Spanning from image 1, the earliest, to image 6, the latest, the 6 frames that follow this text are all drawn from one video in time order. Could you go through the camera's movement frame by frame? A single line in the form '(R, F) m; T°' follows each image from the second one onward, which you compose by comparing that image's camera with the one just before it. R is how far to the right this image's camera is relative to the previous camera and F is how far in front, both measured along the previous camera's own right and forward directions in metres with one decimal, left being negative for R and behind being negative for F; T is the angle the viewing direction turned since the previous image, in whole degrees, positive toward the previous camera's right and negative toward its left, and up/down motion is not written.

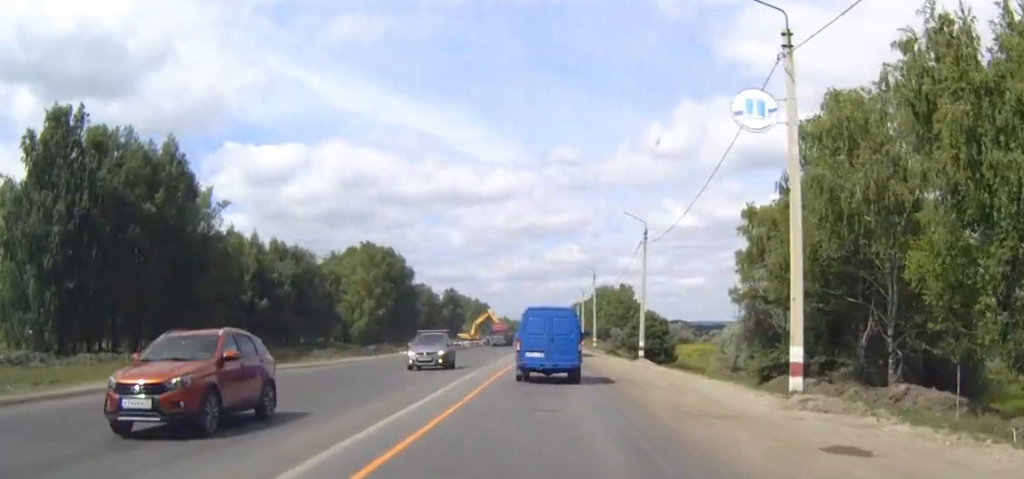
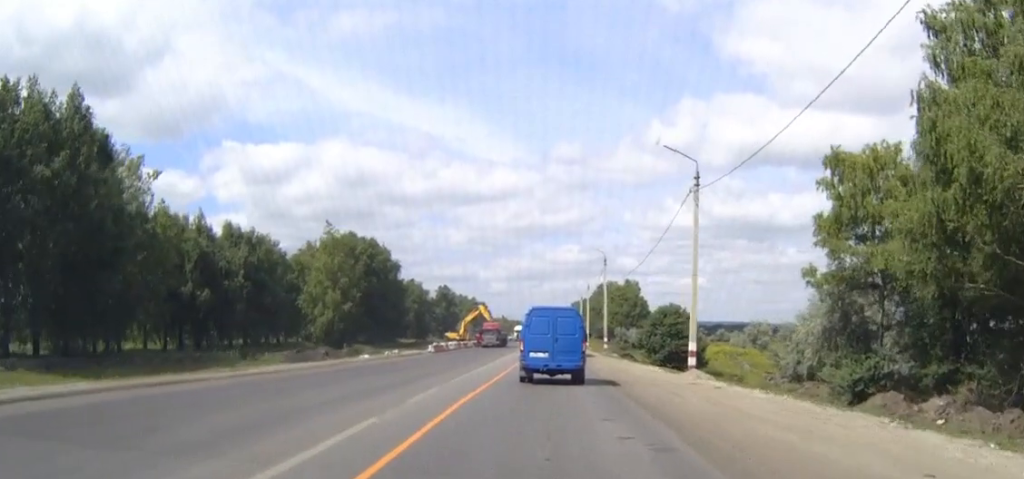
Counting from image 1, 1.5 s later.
(-0.1, +17.6) m; 0°
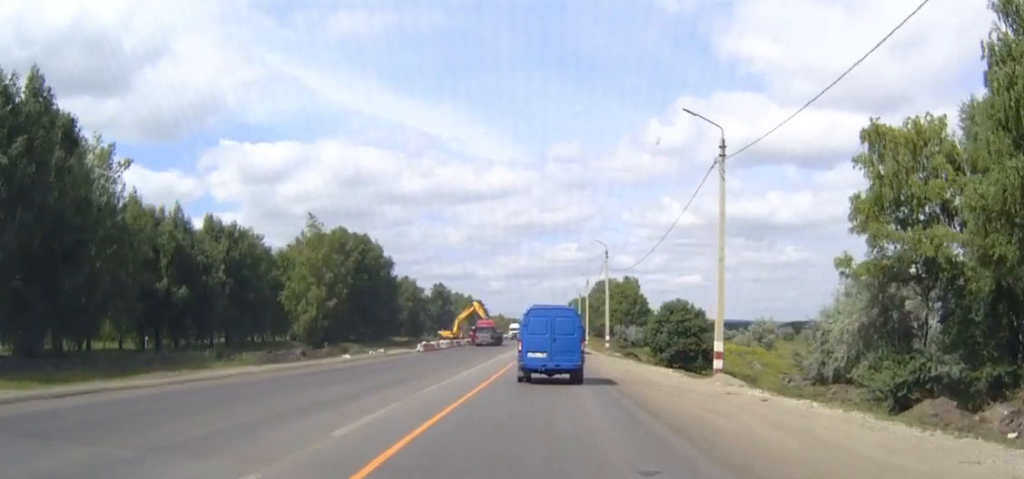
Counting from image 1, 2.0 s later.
(0.0, +5.5) m; 0°
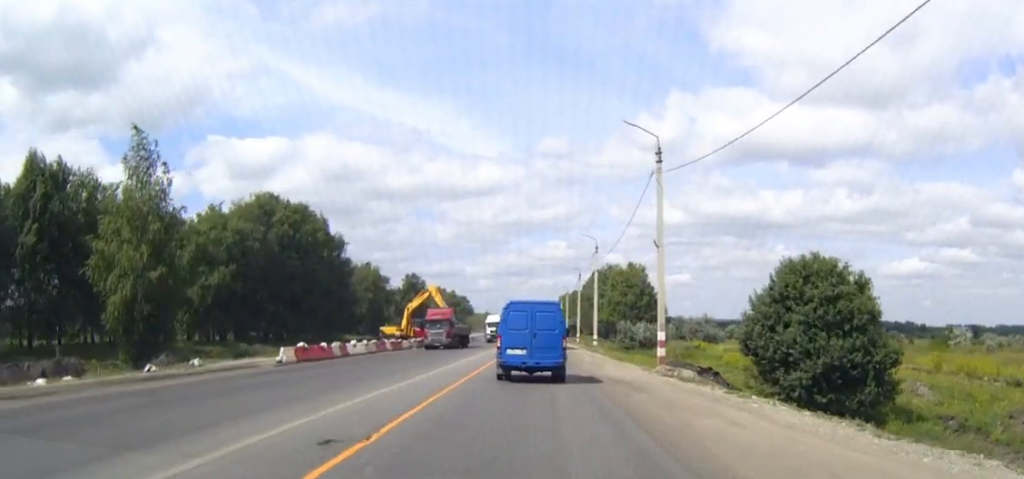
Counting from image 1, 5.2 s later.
(+0.6, +38.2) m; 0°
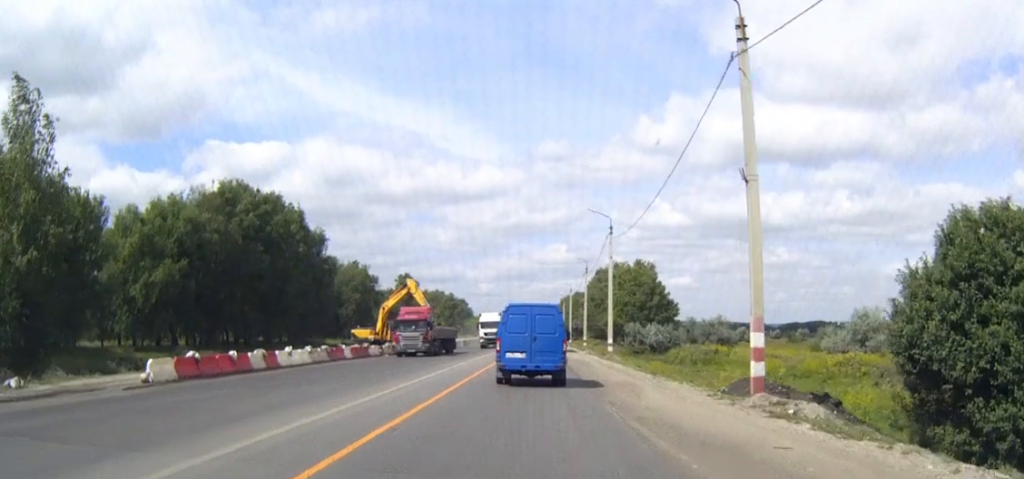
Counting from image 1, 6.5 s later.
(-0.1, +14.3) m; -1°
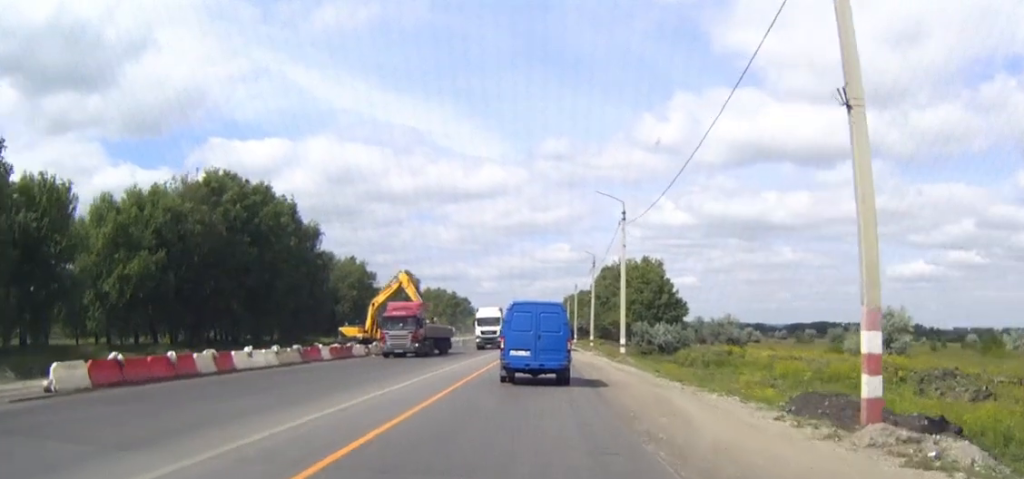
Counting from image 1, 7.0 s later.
(0.0, +6.2) m; 0°
